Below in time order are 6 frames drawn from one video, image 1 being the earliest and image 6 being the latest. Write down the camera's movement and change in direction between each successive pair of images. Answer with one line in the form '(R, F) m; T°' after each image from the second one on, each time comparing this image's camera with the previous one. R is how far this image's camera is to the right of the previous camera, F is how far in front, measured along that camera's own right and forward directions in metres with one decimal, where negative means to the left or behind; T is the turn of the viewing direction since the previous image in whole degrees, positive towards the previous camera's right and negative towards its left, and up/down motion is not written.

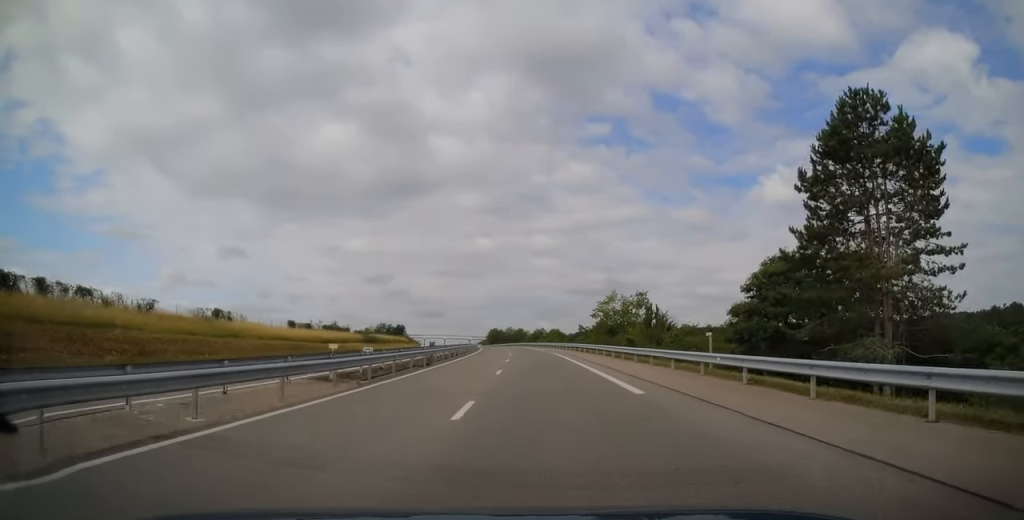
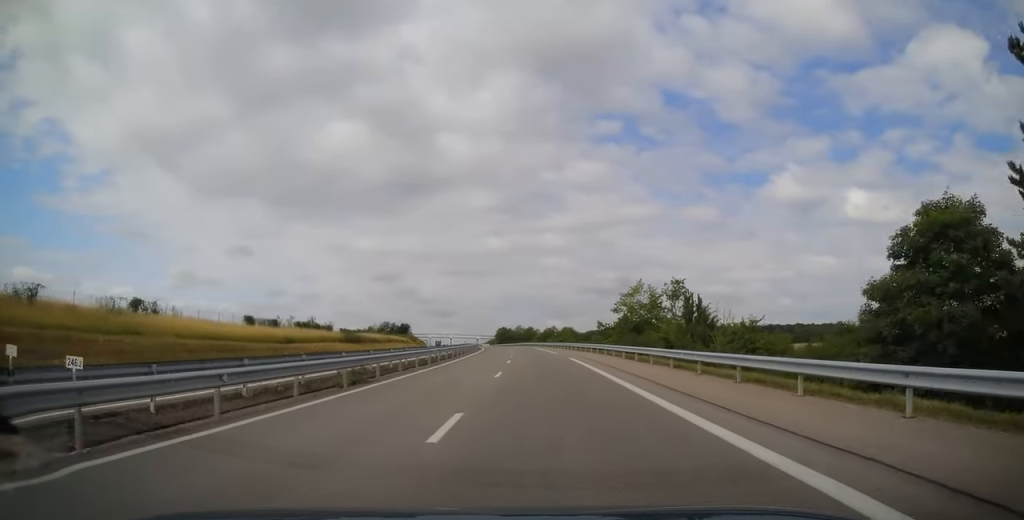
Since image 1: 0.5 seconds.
(-0.1, +15.2) m; -1°
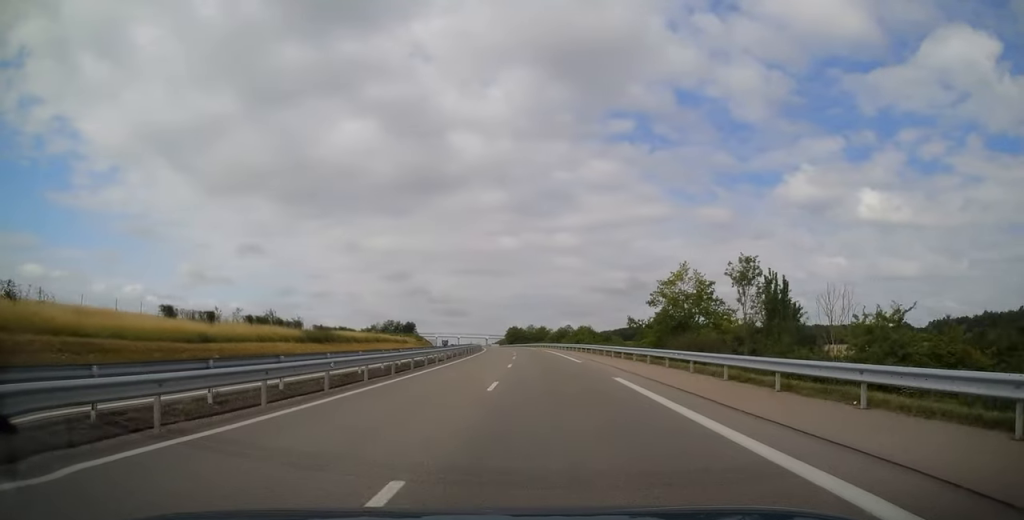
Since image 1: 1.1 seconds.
(-0.2, +18.2) m; -1°
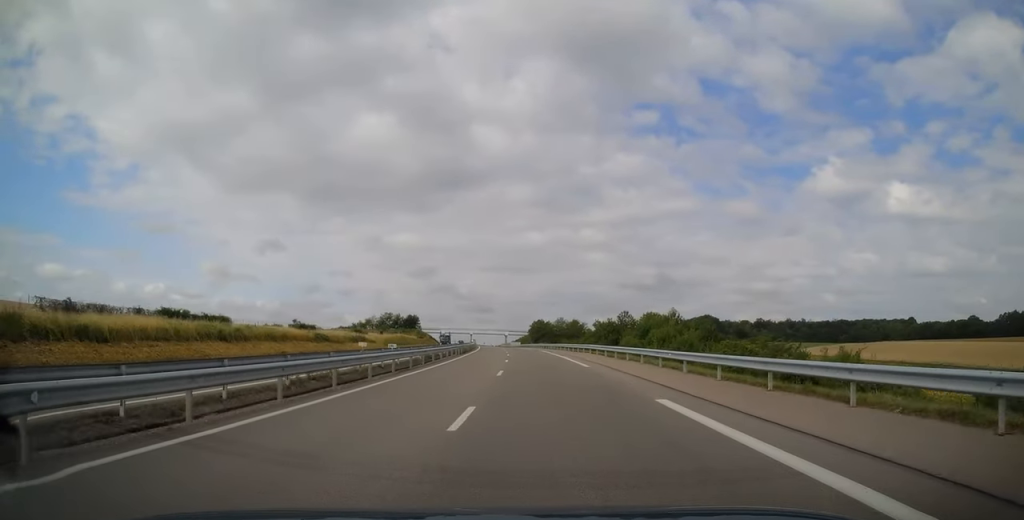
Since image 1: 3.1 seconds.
(-1.3, +59.1) m; -3°
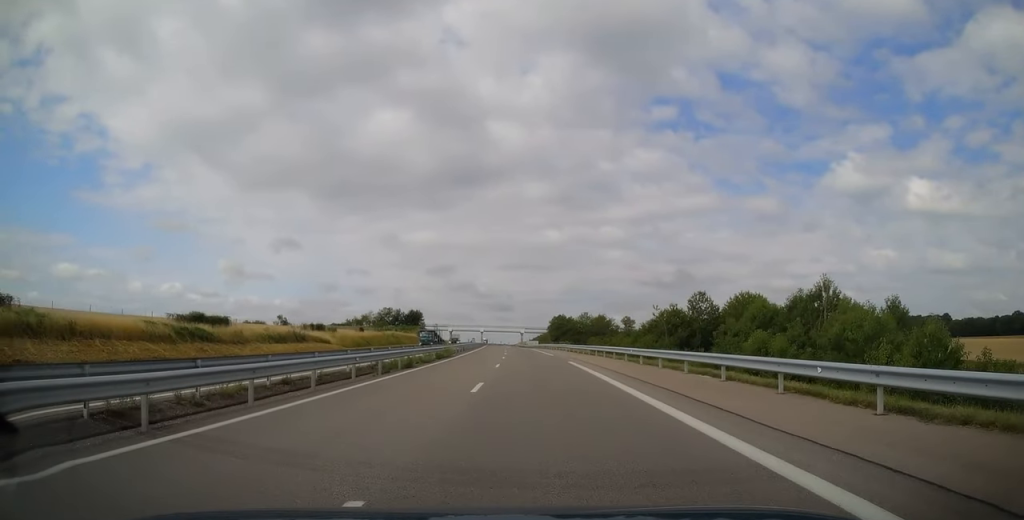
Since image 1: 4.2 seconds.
(-0.7, +33.0) m; -2°
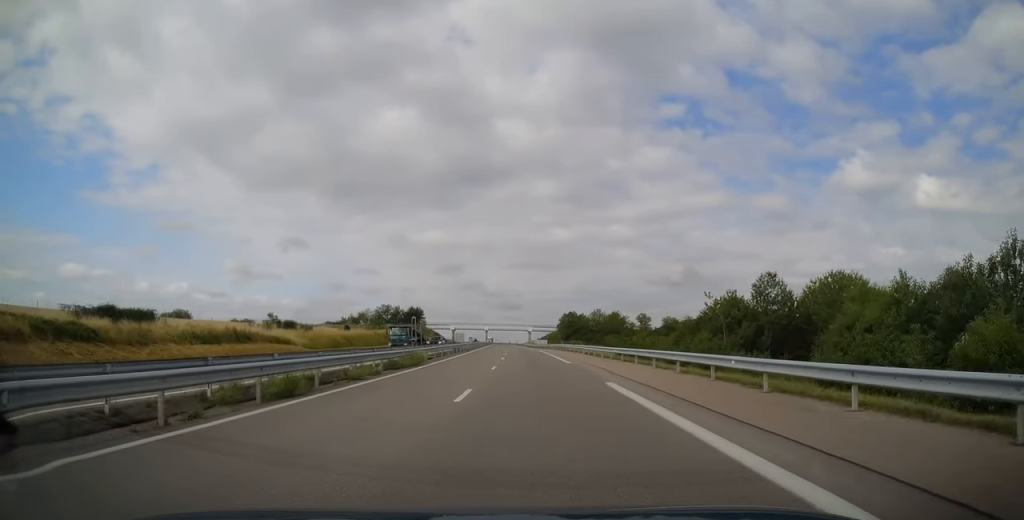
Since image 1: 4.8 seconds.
(+0.1, +15.3) m; -1°
